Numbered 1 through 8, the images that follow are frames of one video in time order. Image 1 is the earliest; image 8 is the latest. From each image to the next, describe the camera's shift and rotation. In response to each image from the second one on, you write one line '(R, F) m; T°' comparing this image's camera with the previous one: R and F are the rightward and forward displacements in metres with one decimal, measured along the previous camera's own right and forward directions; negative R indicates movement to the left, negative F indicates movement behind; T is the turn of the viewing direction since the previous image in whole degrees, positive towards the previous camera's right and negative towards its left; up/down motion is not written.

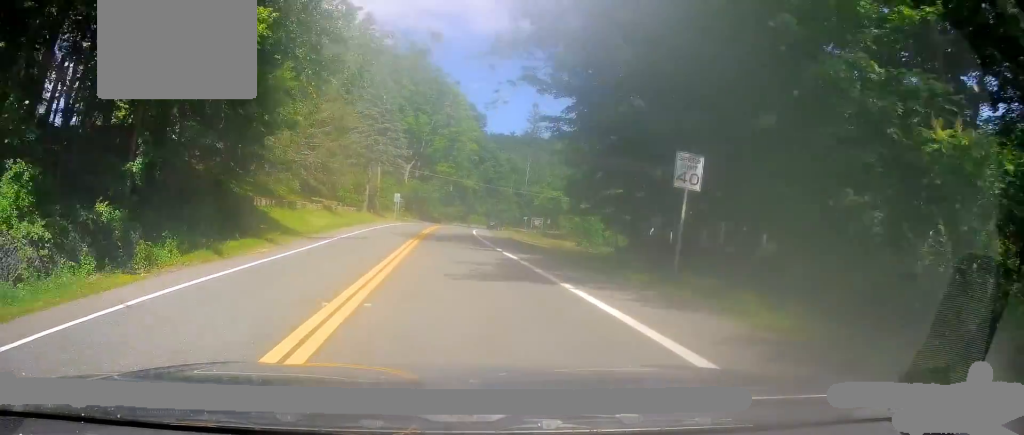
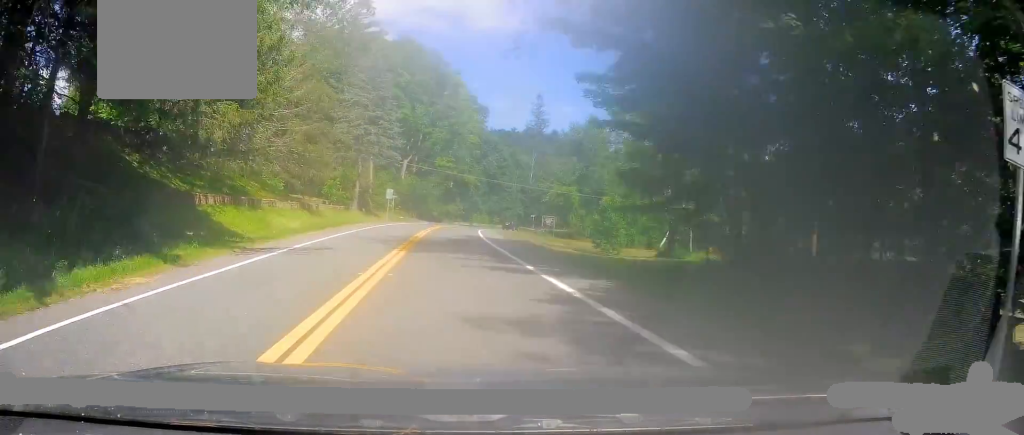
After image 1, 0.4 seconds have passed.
(-0.2, +8.4) m; -1°
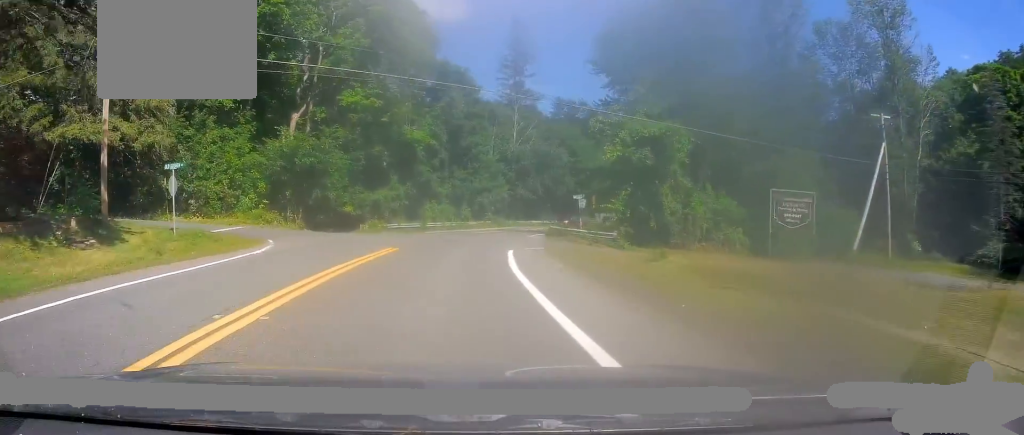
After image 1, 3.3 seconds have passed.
(-0.2, +54.6) m; +3°
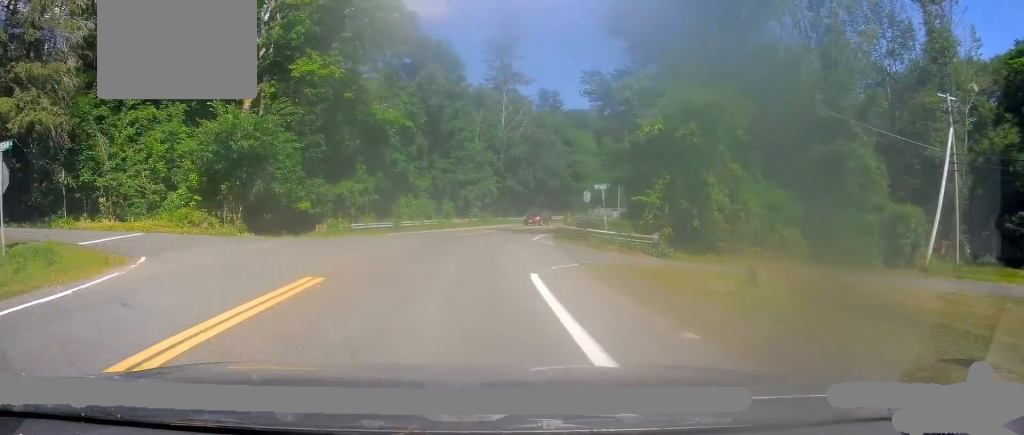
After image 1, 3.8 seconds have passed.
(+0.1, +9.9) m; +2°
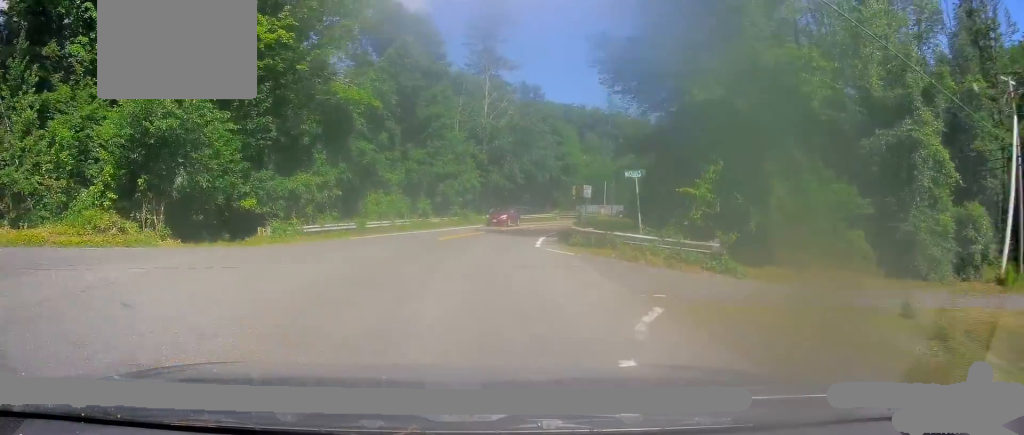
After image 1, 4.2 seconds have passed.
(+0.2, +7.4) m; +2°
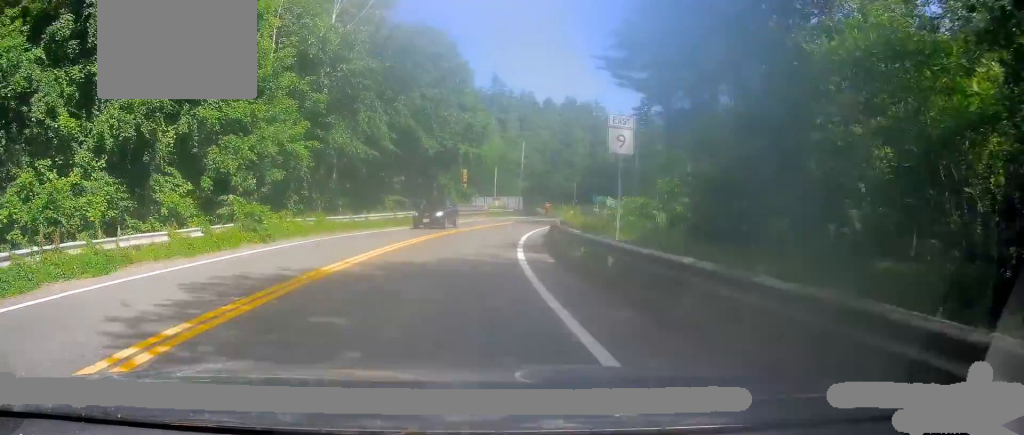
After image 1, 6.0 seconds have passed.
(+2.1, +32.5) m; +11°
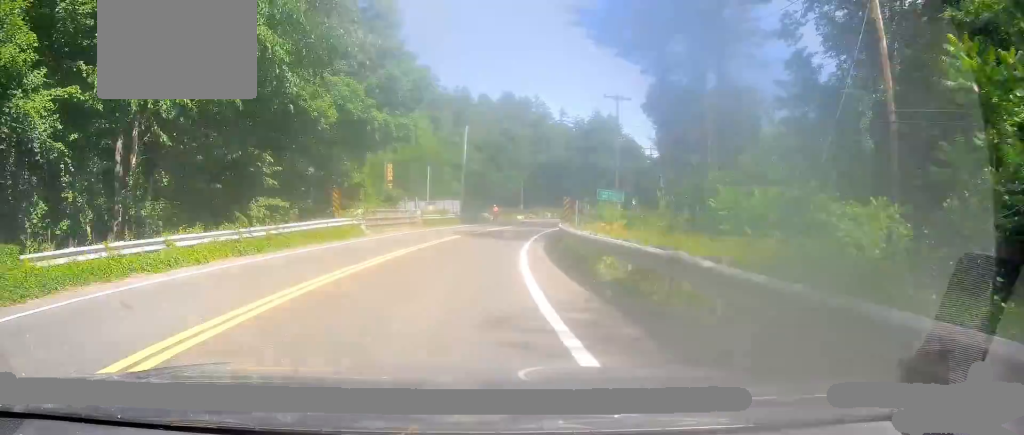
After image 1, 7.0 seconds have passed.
(+1.6, +17.2) m; +9°
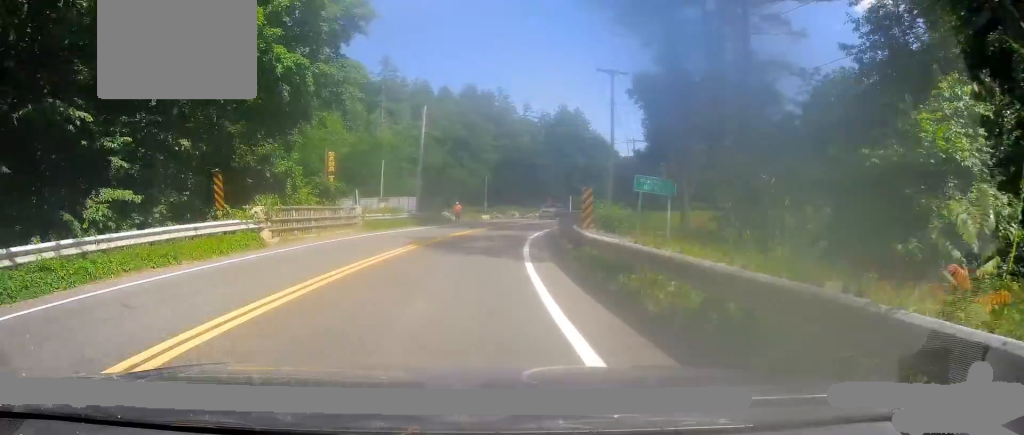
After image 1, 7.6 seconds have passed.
(+0.7, +10.2) m; +3°
